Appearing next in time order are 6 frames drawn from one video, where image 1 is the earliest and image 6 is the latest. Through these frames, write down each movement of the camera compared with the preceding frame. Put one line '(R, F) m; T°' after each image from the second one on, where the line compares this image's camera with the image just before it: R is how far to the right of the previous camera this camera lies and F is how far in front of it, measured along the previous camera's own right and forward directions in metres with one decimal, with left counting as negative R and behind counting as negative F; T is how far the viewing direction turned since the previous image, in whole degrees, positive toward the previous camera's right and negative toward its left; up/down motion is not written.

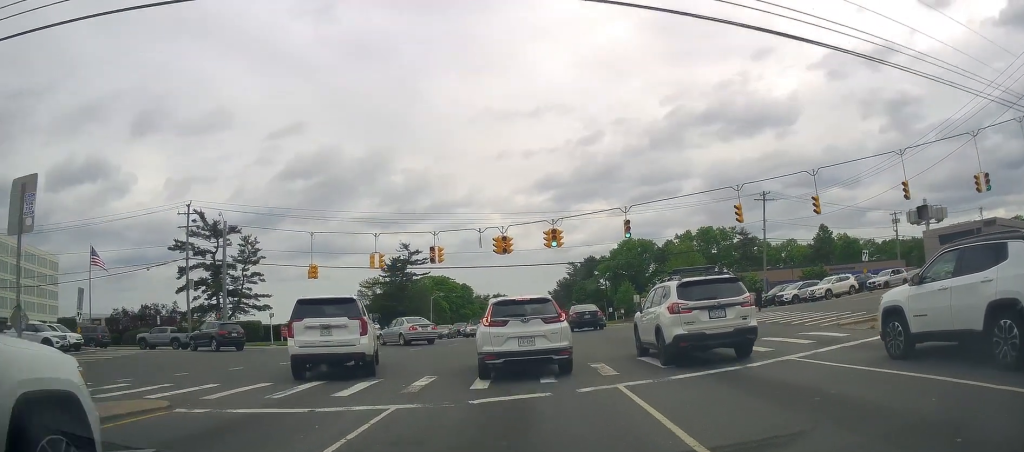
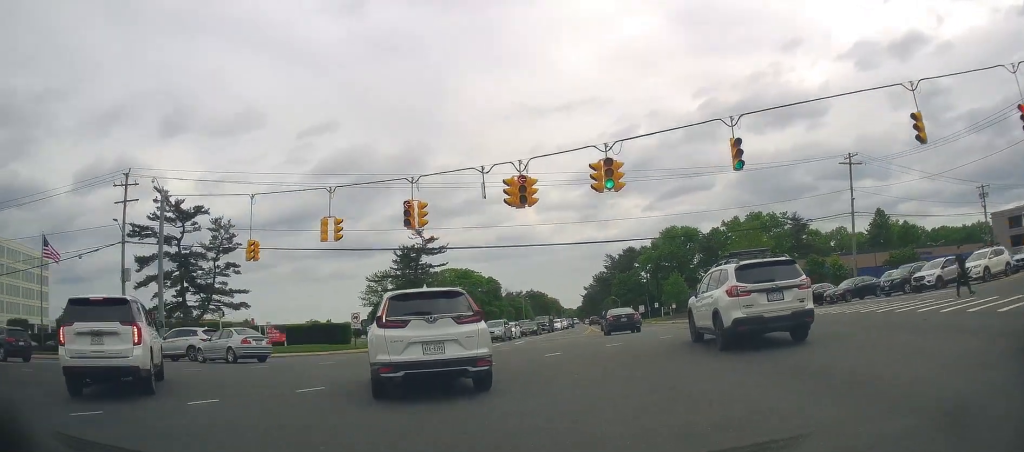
(+0.7, +12.4) m; -1°
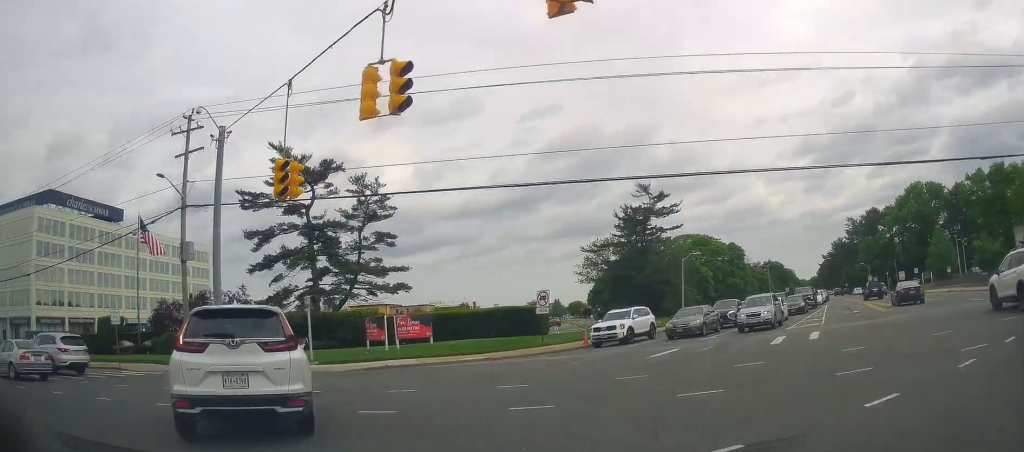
(-2.0, +17.4) m; -14°
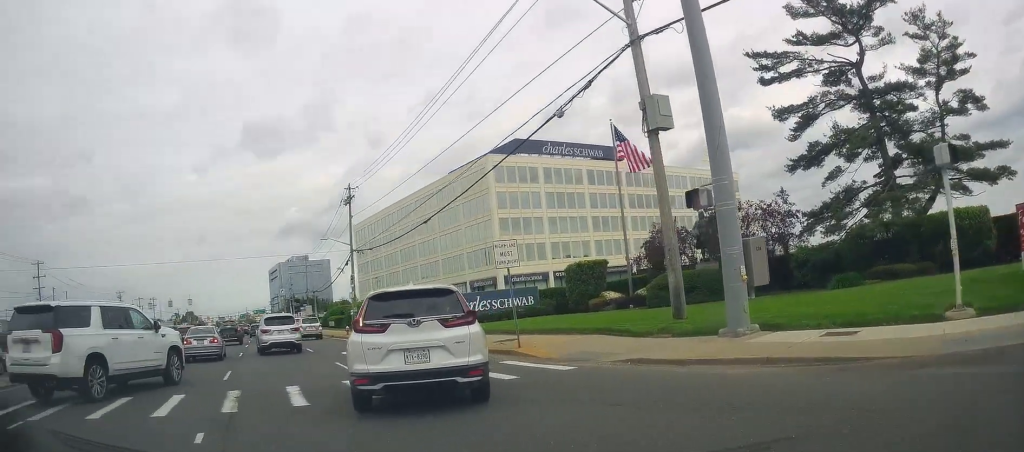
(-4.6, +16.9) m; -35°
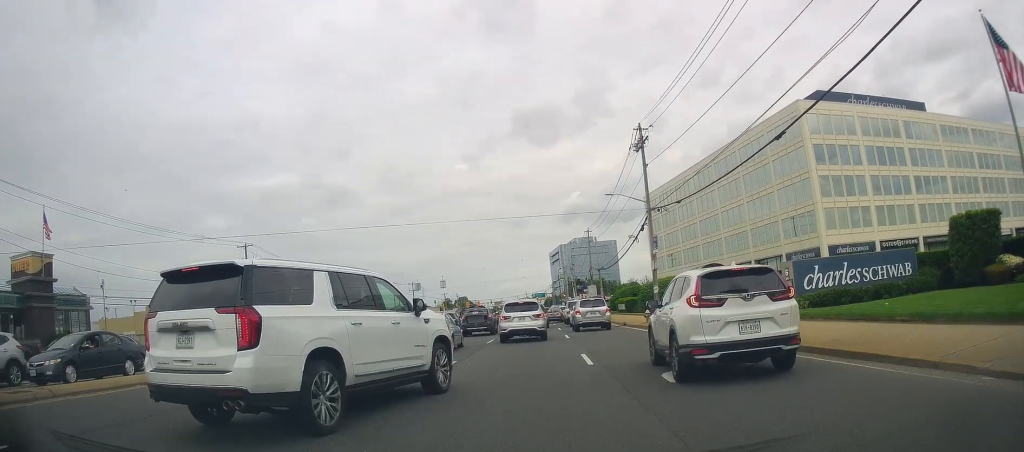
(-3.8, +12.9) m; -29°
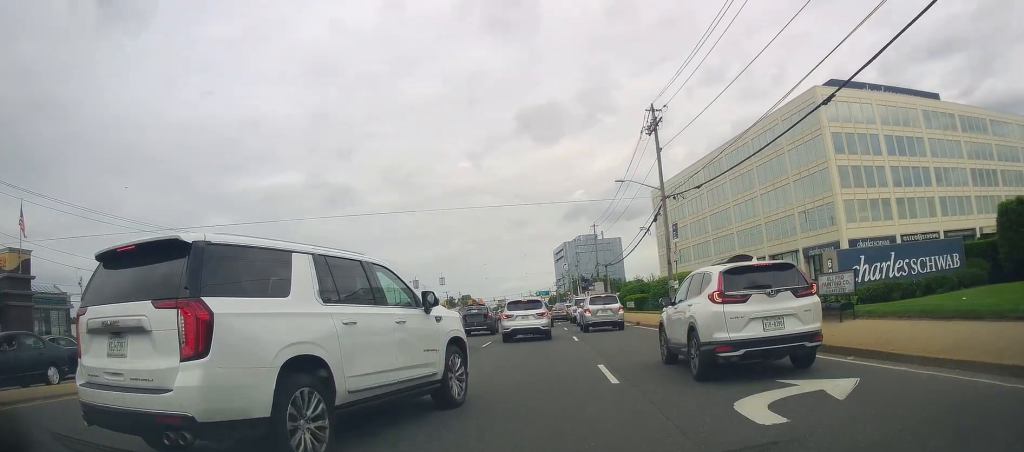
(-0.2, +3.5) m; -6°
